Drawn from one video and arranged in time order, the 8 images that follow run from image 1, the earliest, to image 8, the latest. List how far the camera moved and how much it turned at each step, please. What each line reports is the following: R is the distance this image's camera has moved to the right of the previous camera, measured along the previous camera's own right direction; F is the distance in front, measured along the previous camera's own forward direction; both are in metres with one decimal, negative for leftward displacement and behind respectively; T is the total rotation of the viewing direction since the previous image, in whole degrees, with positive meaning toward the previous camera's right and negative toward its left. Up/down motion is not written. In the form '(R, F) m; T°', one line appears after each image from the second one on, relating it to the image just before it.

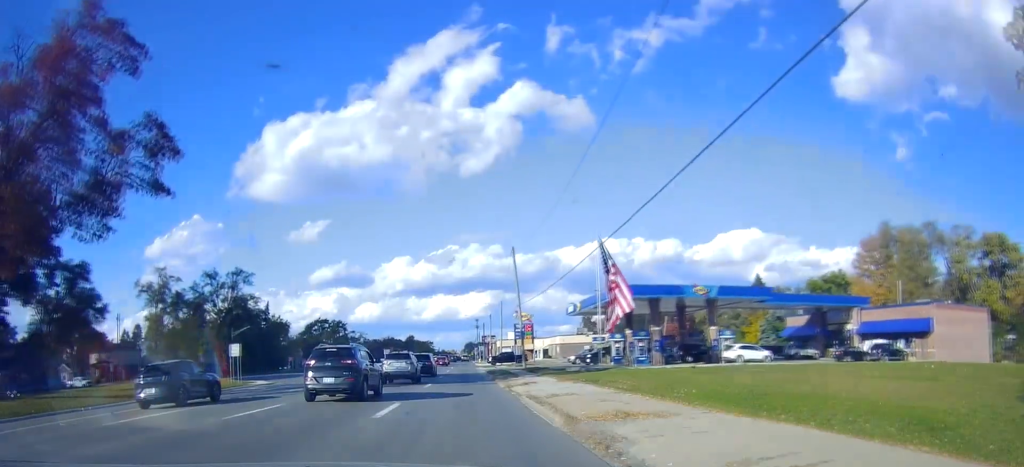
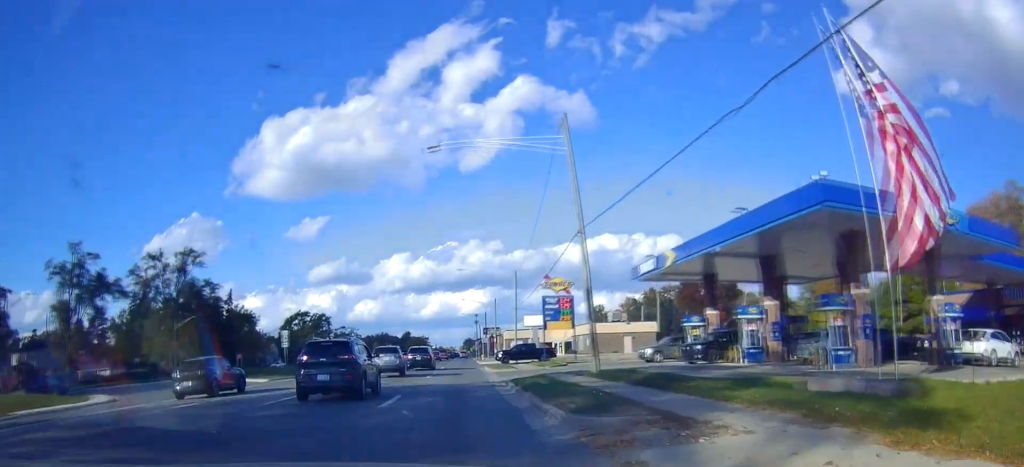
(+0.1, +28.4) m; -1°
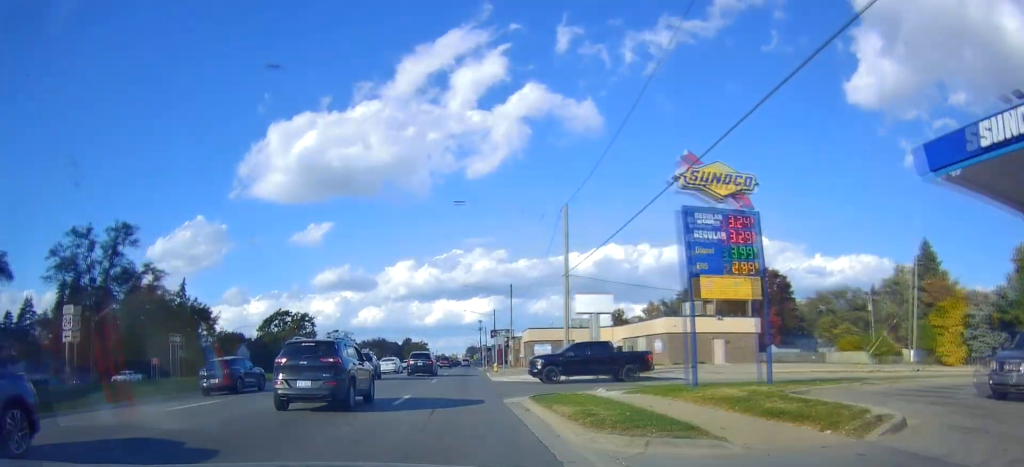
(-1.1, +29.4) m; -2°
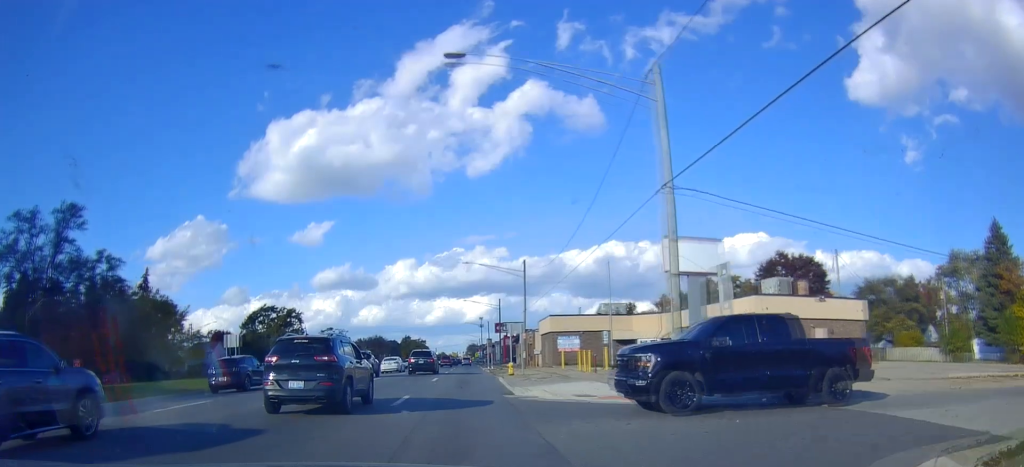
(+0.7, +16.7) m; +2°
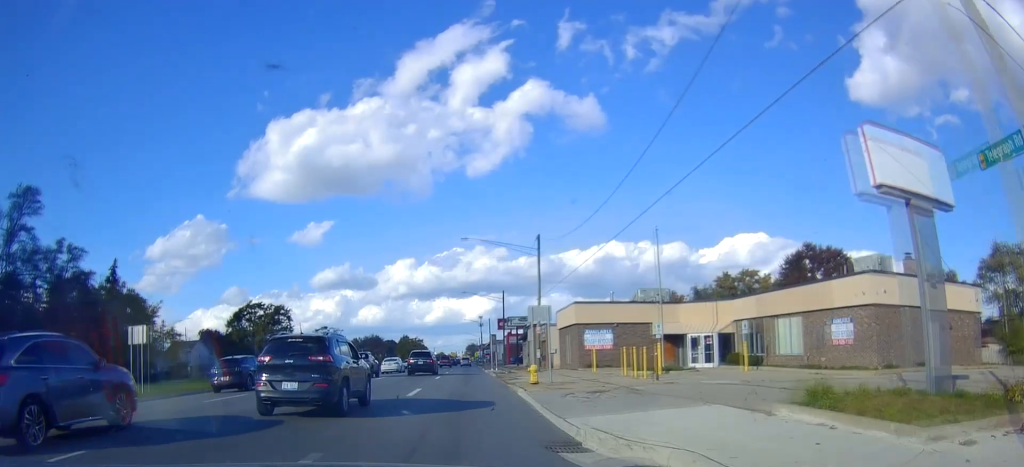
(+0.1, +11.7) m; 0°
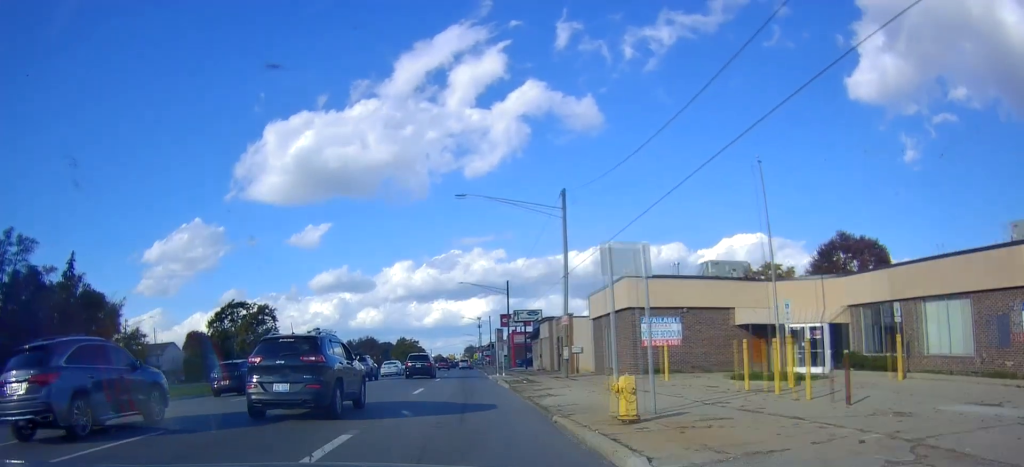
(0.0, +12.9) m; -1°
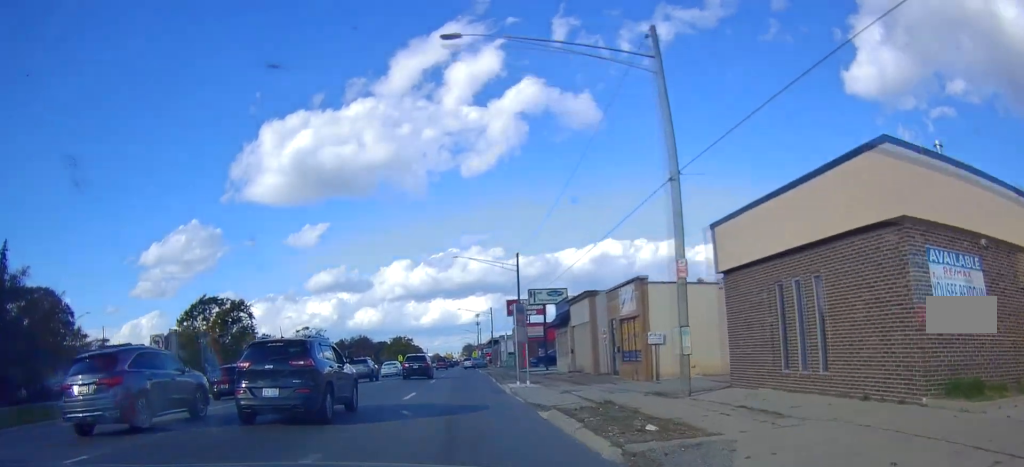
(-0.1, +17.7) m; -2°
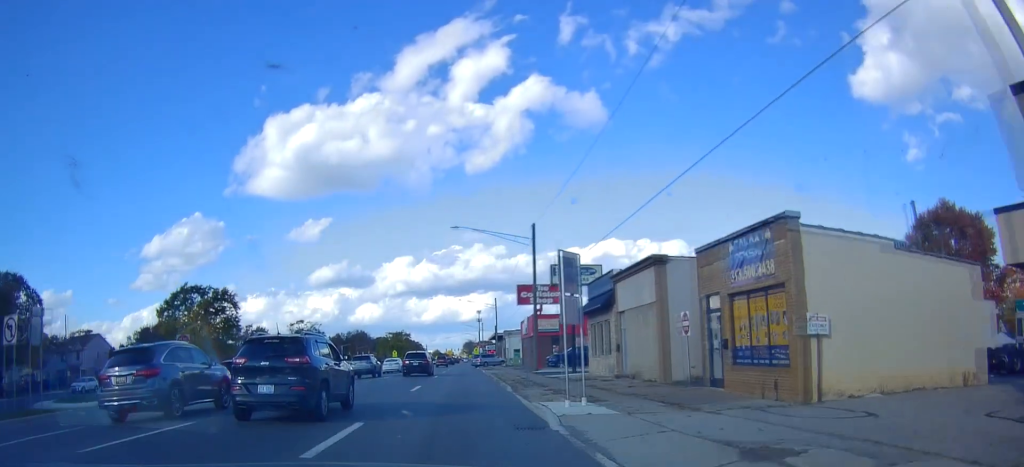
(-0.5, +11.5) m; 0°
